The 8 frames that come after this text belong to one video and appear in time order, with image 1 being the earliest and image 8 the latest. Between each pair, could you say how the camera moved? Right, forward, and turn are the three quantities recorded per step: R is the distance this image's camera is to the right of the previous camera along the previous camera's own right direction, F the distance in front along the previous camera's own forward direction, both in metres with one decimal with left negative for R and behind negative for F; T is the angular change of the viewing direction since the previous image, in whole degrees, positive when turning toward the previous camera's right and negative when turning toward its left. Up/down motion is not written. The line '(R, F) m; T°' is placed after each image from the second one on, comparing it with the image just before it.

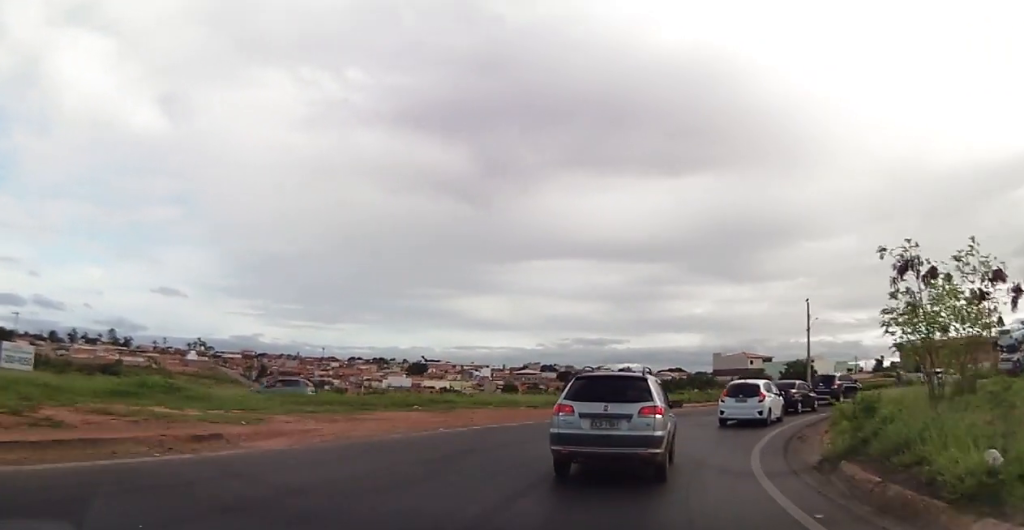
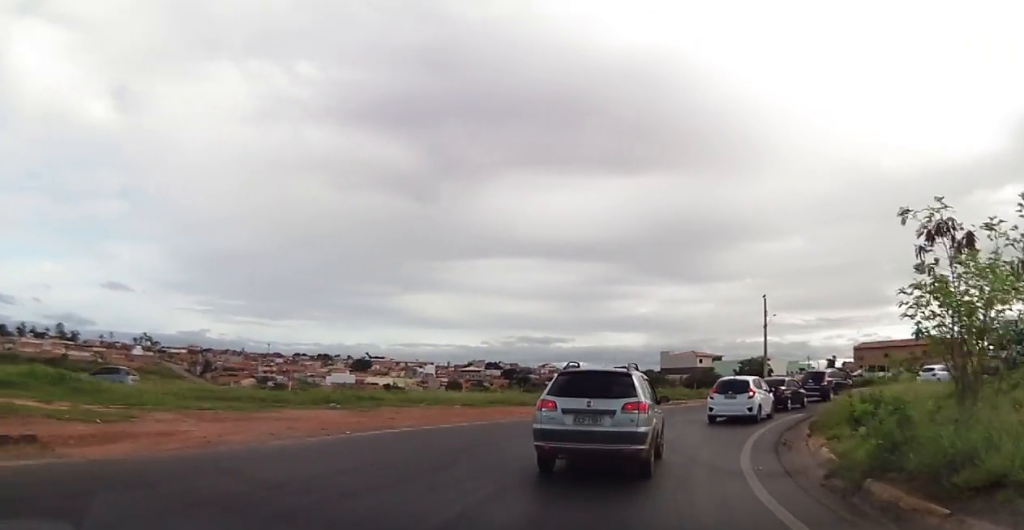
(+0.1, +3.4) m; +3°
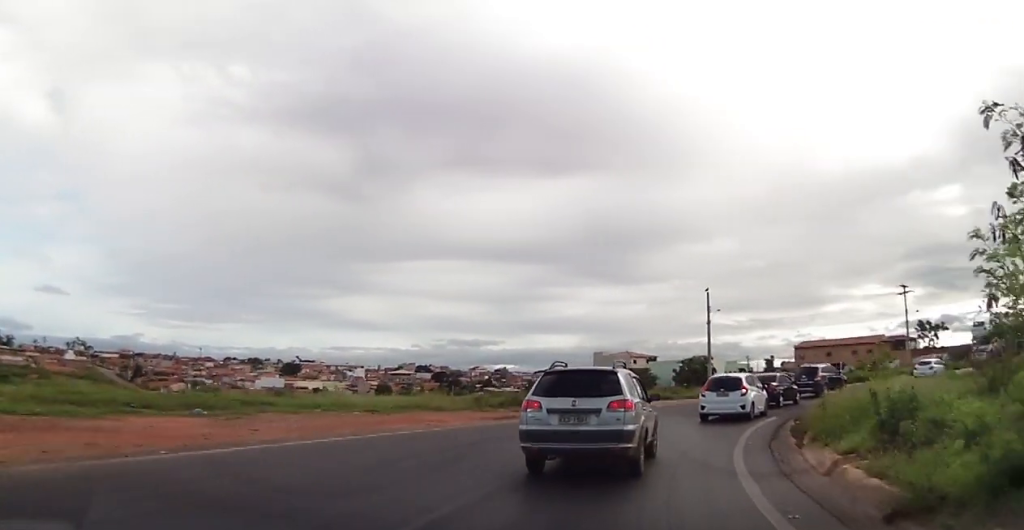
(0.0, +4.7) m; +3°
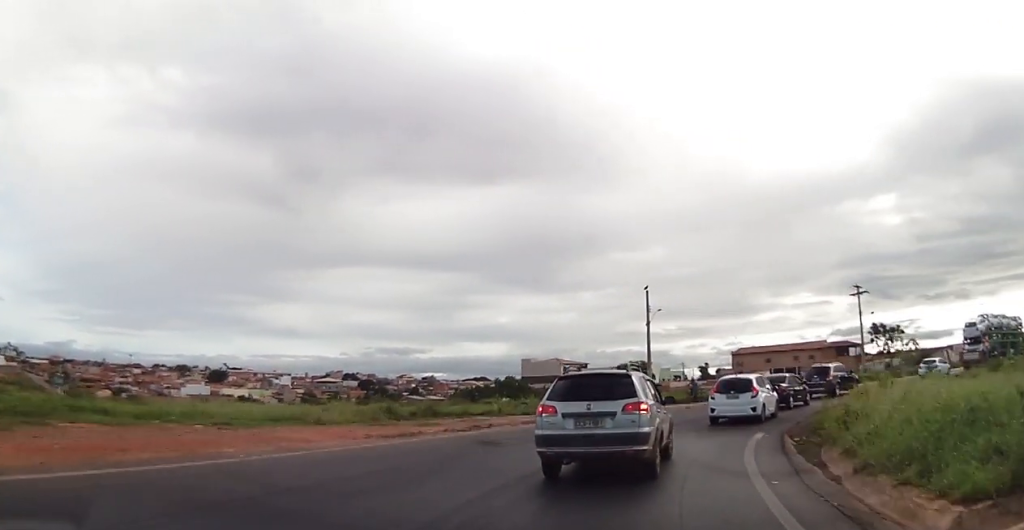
(+0.4, +5.9) m; +3°
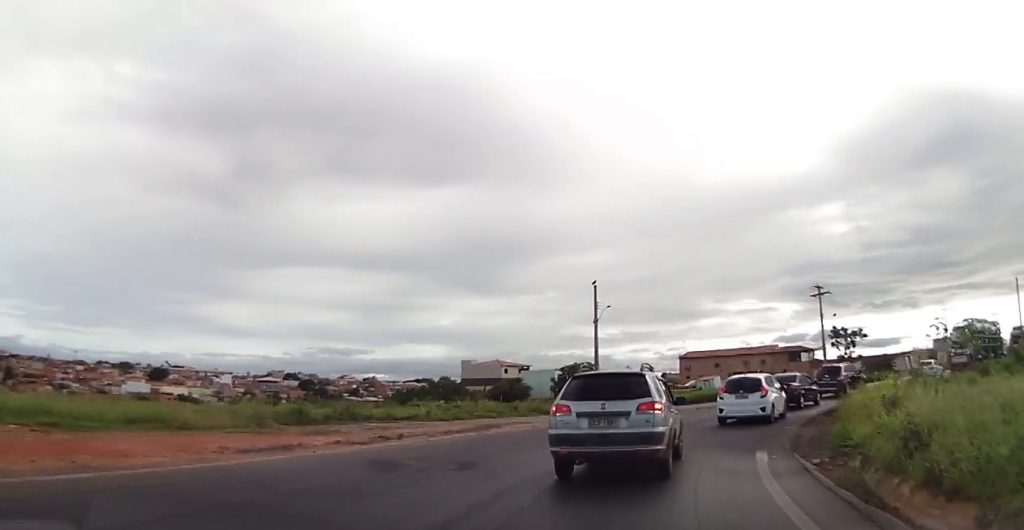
(-0.1, +4.7) m; +6°
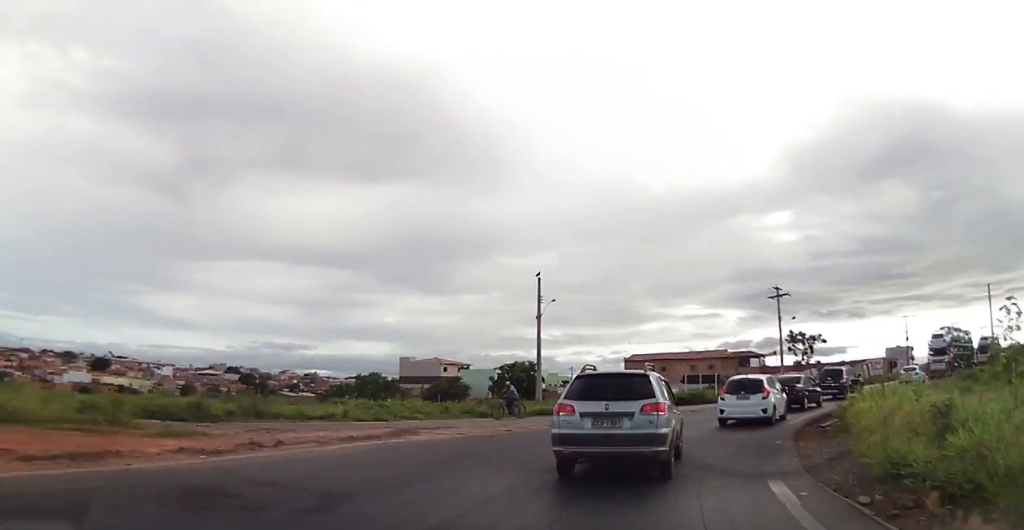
(+0.3, +4.1) m; +8°
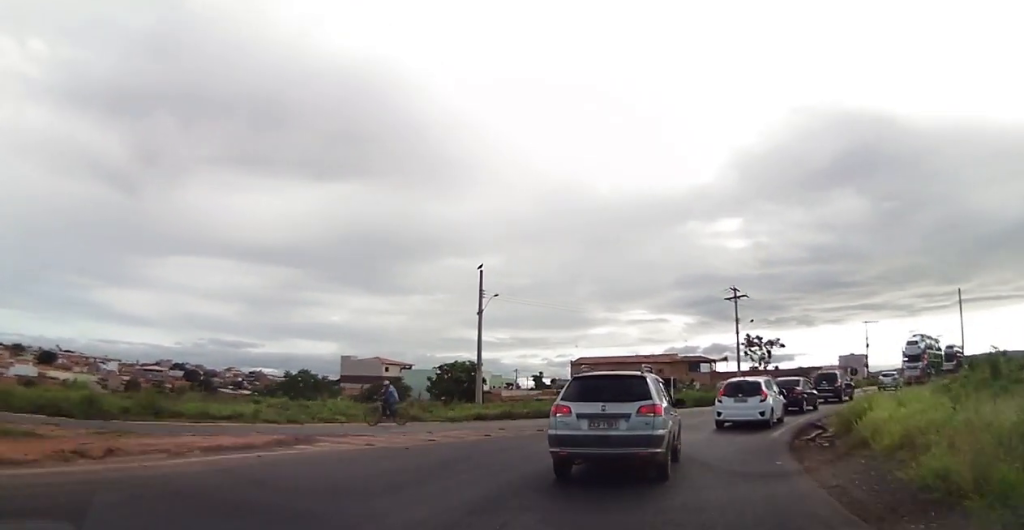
(+0.2, +3.7) m; +8°
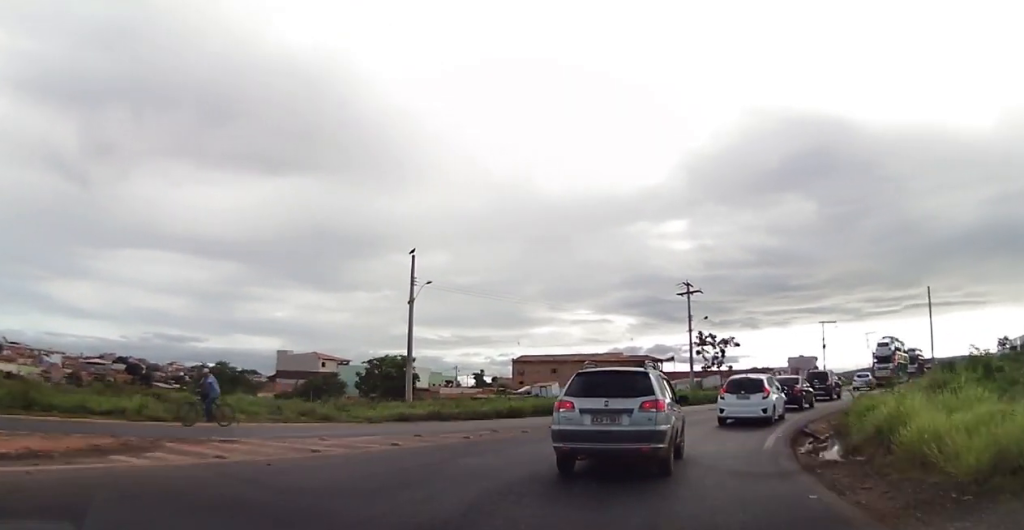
(+0.4, +4.1) m; +4°
